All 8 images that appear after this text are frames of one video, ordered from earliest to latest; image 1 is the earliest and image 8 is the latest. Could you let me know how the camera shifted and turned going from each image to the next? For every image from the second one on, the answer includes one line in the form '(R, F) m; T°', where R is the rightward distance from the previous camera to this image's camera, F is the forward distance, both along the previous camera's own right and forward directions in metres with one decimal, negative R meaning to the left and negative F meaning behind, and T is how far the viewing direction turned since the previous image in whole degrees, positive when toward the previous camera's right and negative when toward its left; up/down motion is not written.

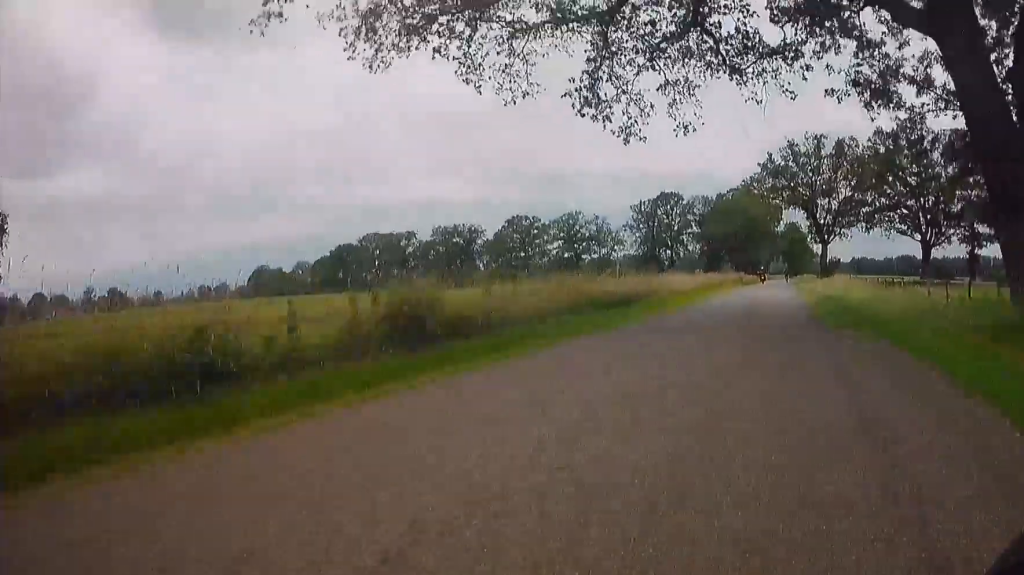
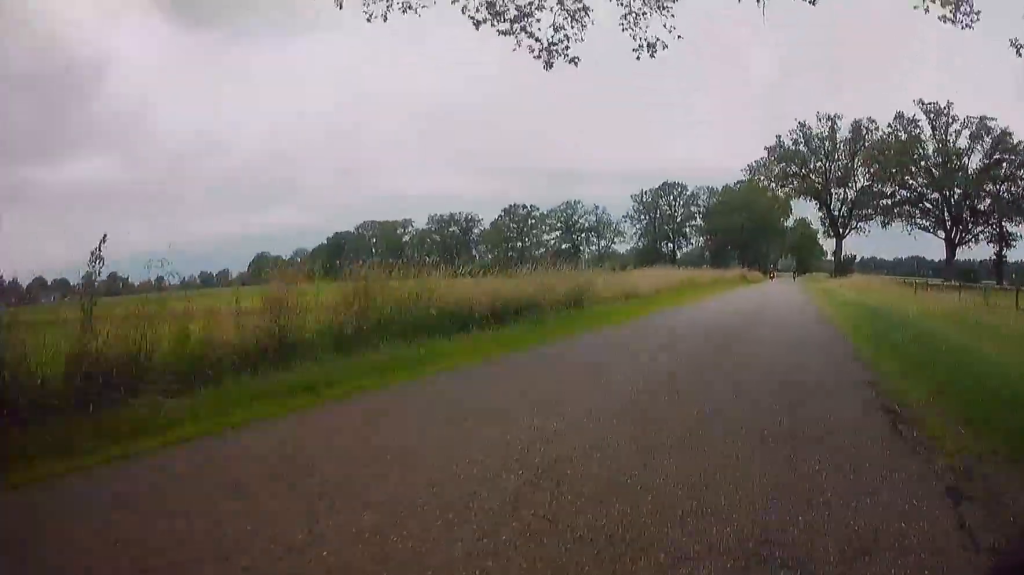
(-0.2, +7.0) m; -1°
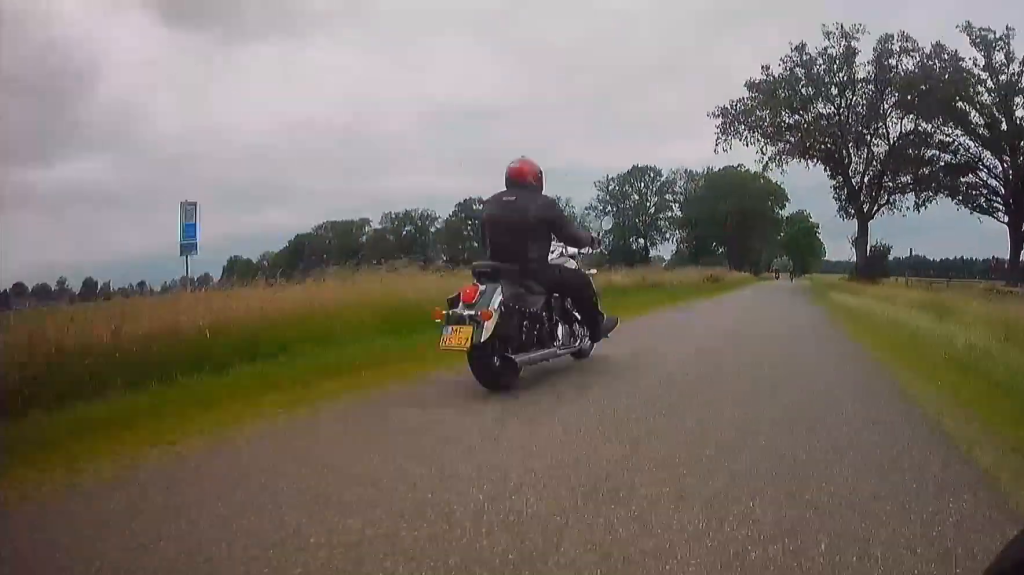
(+0.1, +18.5) m; +3°
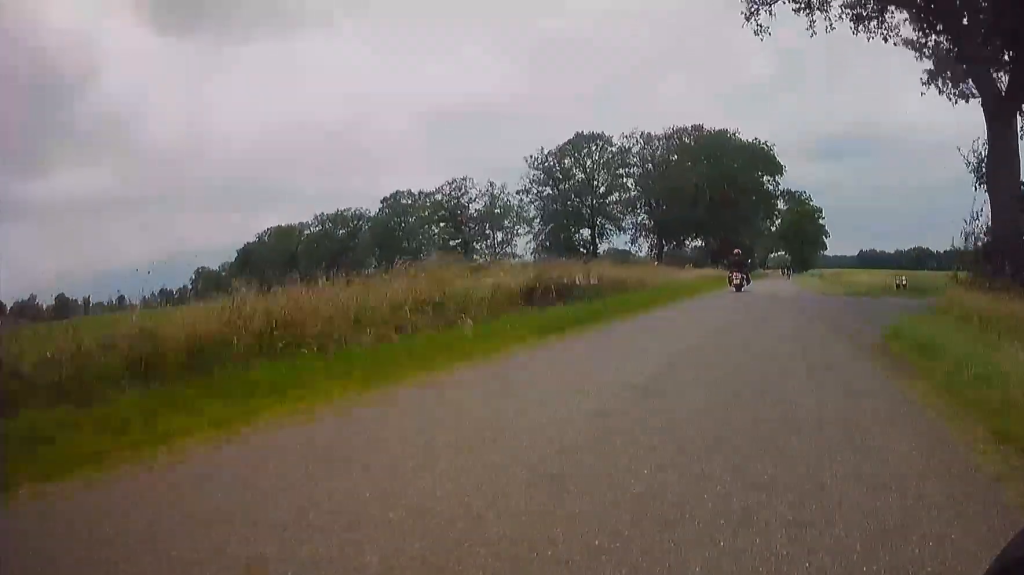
(+0.9, +22.4) m; +3°
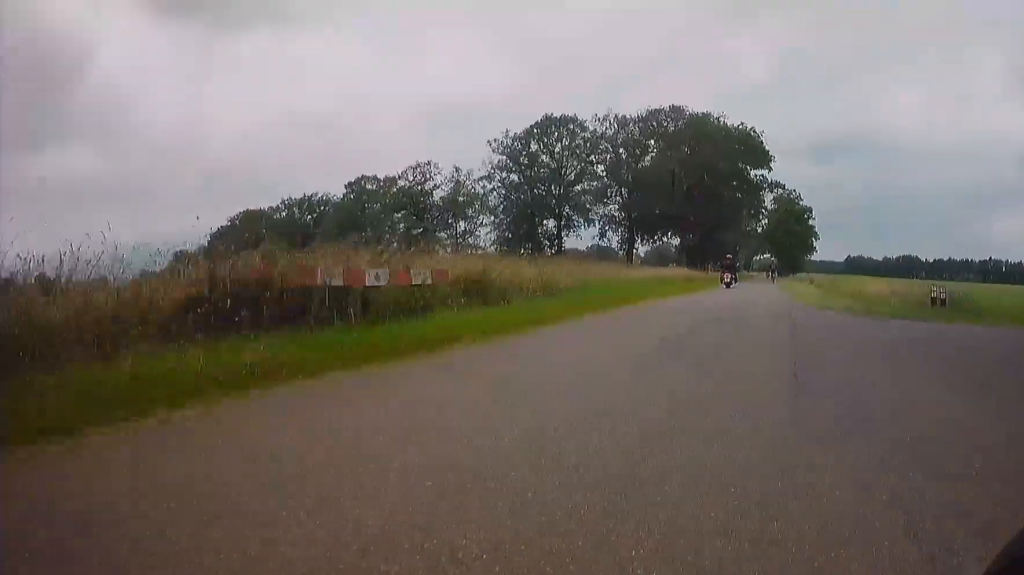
(+0.1, +6.7) m; 0°
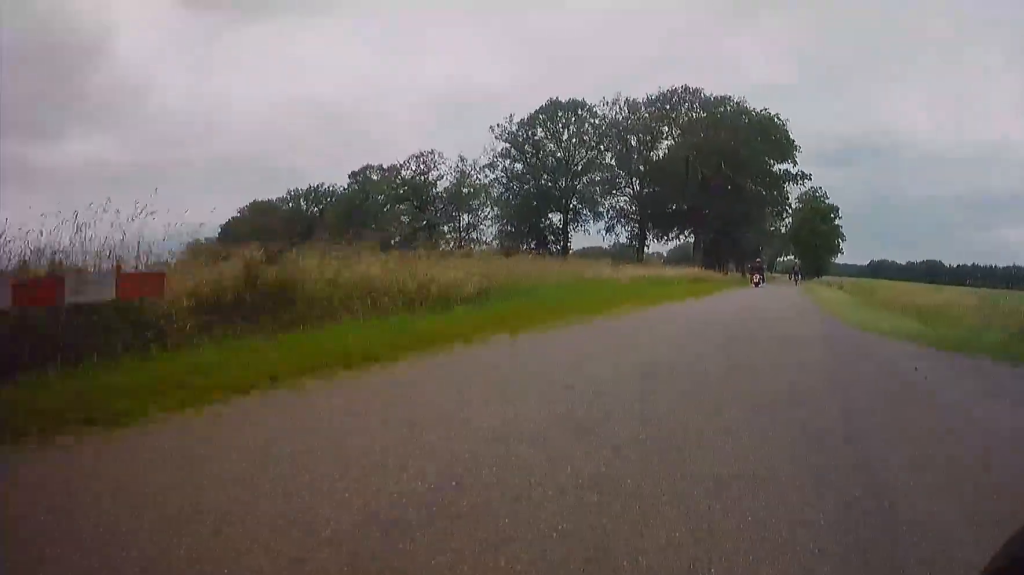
(0.0, +5.1) m; 0°
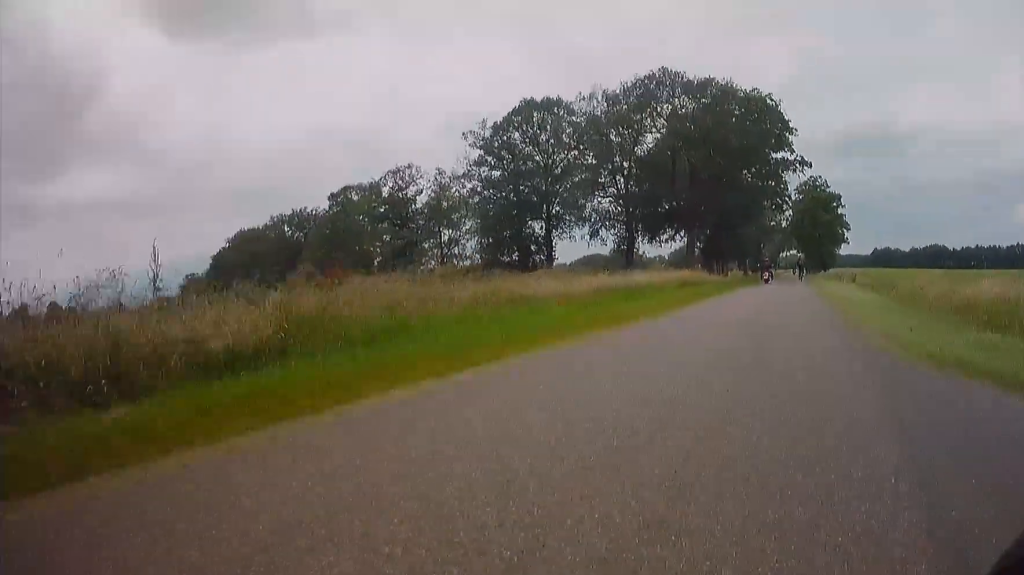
(-0.1, +4.7) m; 0°
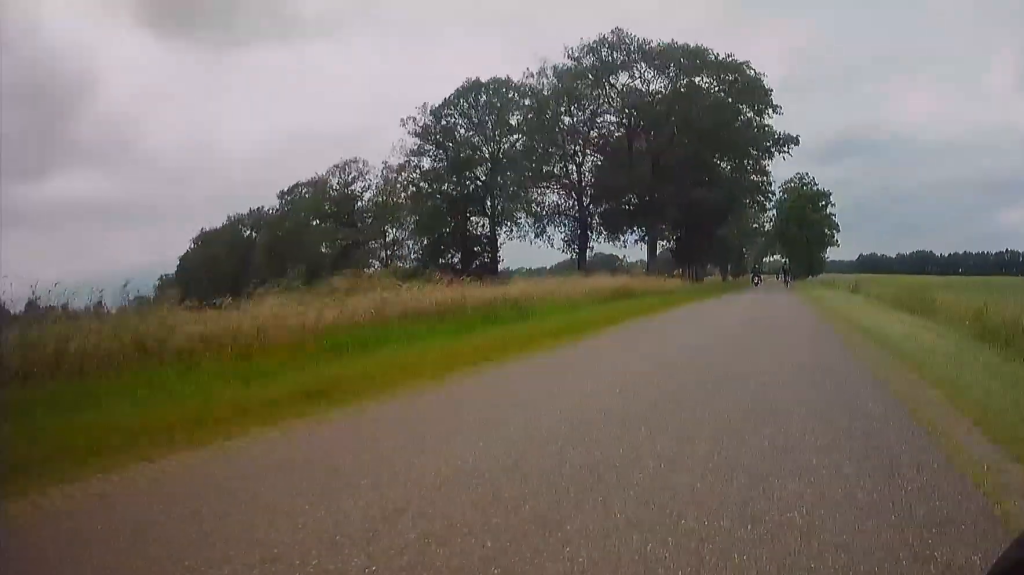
(0.0, +7.8) m; 0°
